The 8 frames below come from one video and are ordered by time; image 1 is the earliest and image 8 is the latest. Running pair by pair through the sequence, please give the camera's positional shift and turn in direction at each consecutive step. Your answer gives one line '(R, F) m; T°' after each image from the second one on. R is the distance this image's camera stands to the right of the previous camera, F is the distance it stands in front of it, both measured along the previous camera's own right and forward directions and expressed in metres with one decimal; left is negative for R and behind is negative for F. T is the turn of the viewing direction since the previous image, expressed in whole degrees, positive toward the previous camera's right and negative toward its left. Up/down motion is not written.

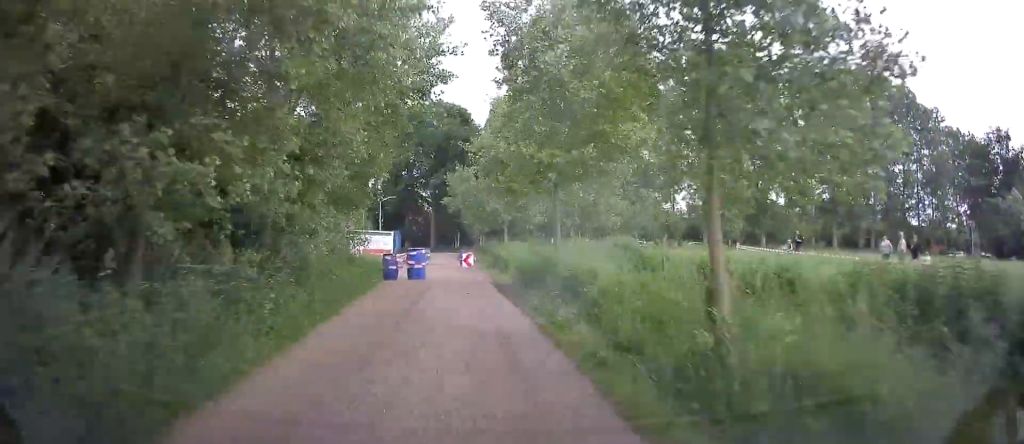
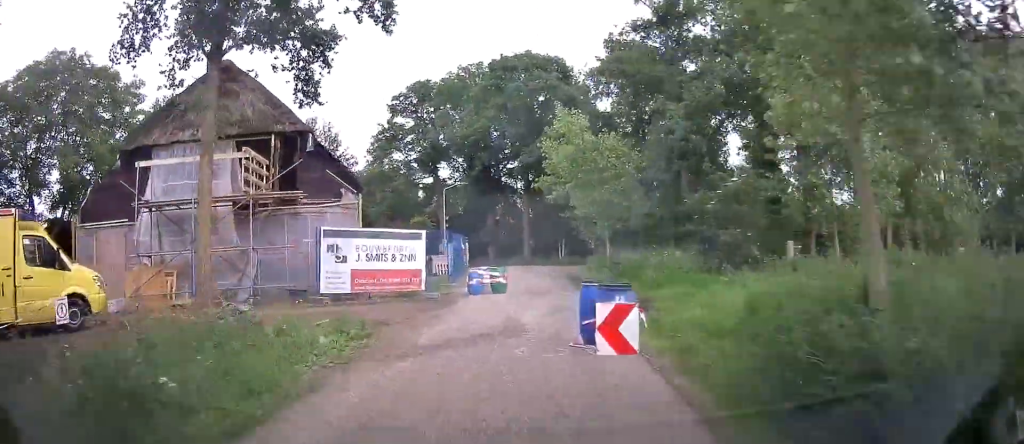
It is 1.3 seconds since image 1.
(-1.2, +23.6) m; -6°
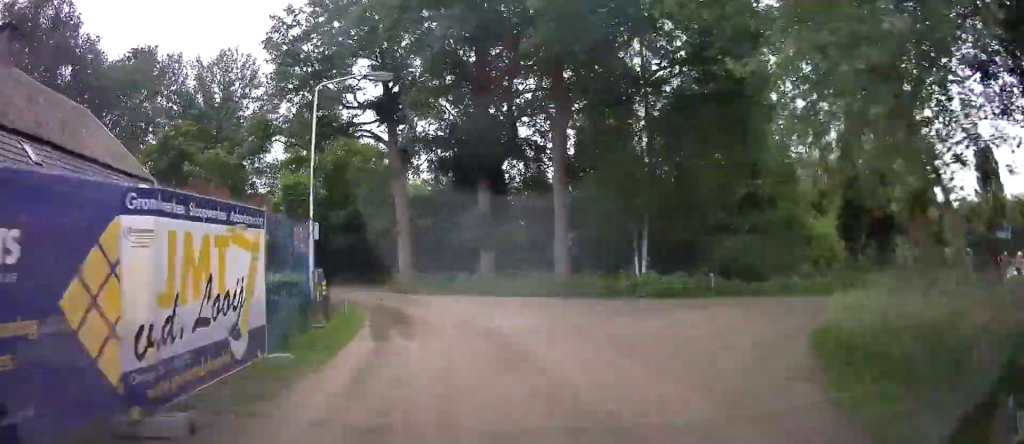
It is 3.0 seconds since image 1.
(-1.7, +27.0) m; -11°
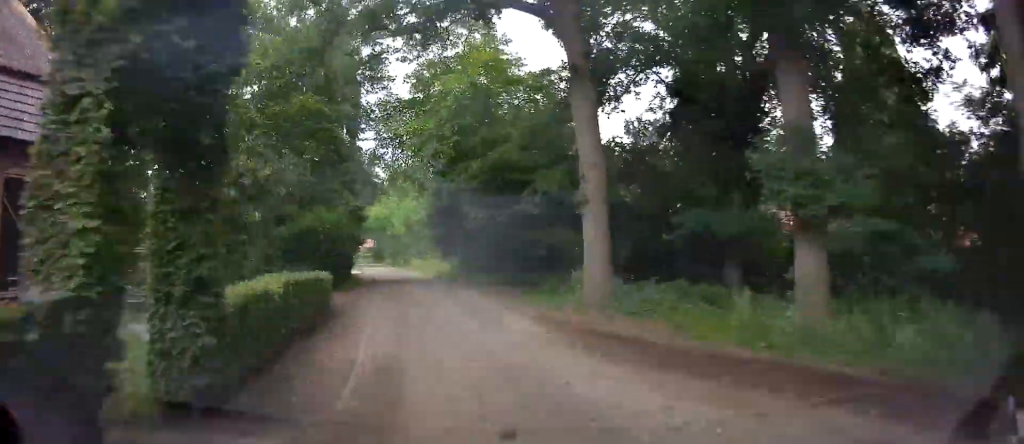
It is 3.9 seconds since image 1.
(-1.0, +14.7) m; -11°
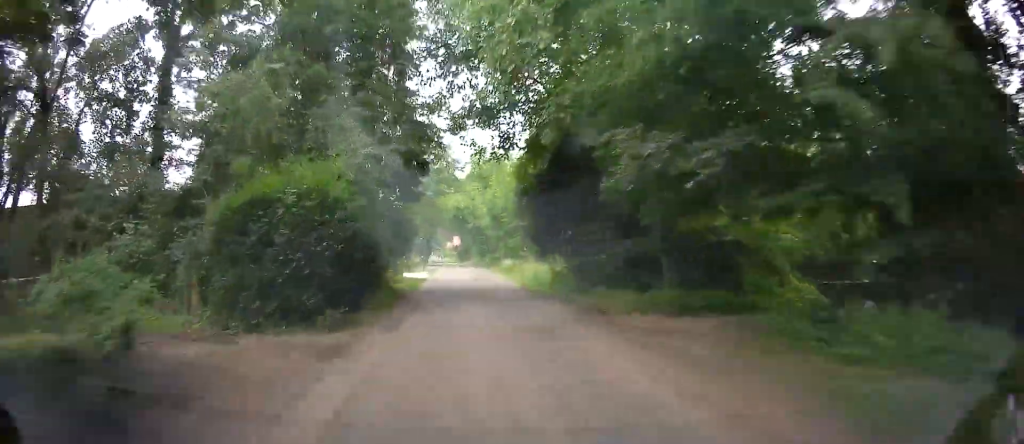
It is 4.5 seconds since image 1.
(-1.4, +11.7) m; -6°
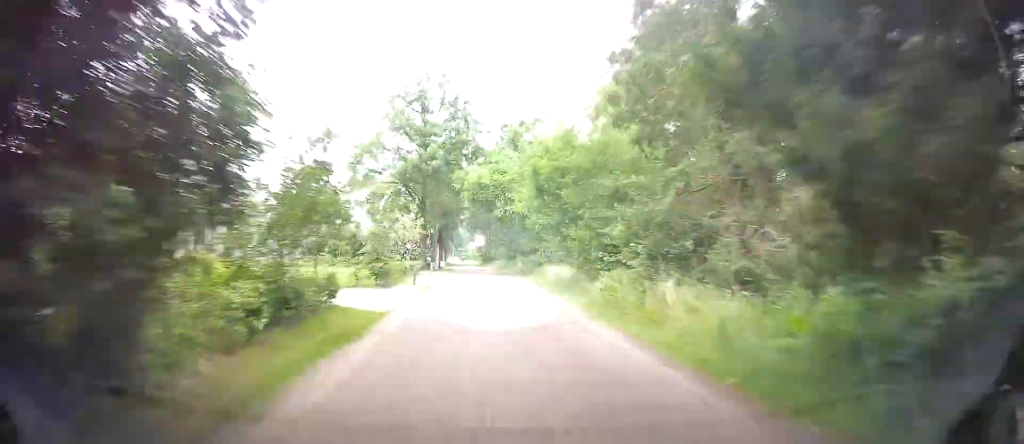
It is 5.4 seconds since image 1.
(-1.2, +17.0) m; -5°
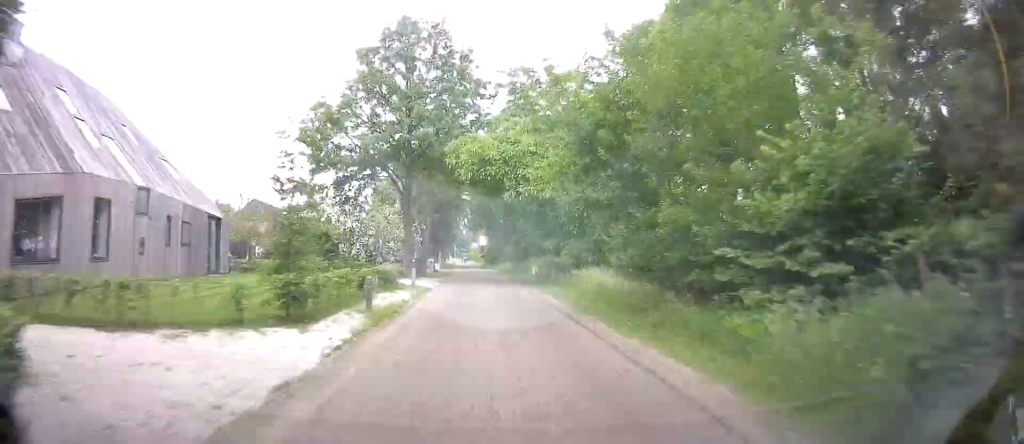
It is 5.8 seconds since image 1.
(-0.2, +9.7) m; -1°
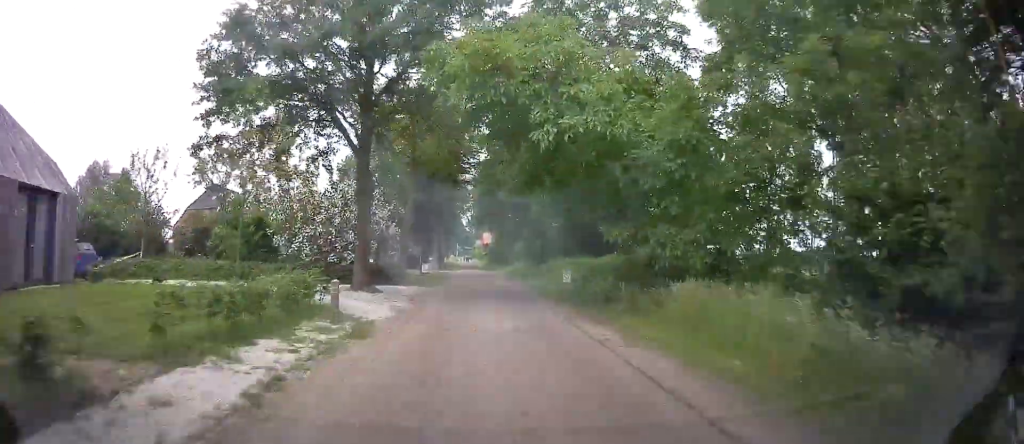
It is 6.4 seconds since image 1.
(-0.1, +12.9) m; 0°
